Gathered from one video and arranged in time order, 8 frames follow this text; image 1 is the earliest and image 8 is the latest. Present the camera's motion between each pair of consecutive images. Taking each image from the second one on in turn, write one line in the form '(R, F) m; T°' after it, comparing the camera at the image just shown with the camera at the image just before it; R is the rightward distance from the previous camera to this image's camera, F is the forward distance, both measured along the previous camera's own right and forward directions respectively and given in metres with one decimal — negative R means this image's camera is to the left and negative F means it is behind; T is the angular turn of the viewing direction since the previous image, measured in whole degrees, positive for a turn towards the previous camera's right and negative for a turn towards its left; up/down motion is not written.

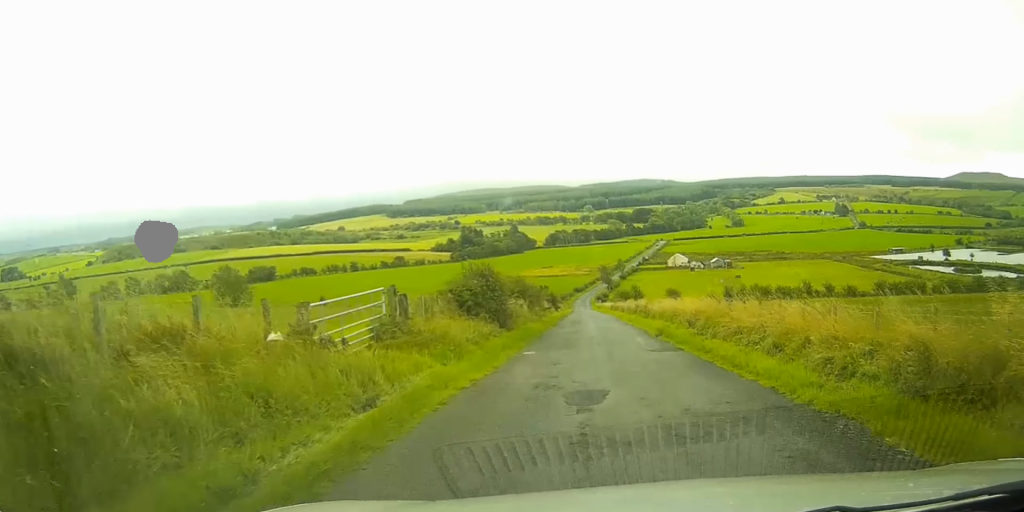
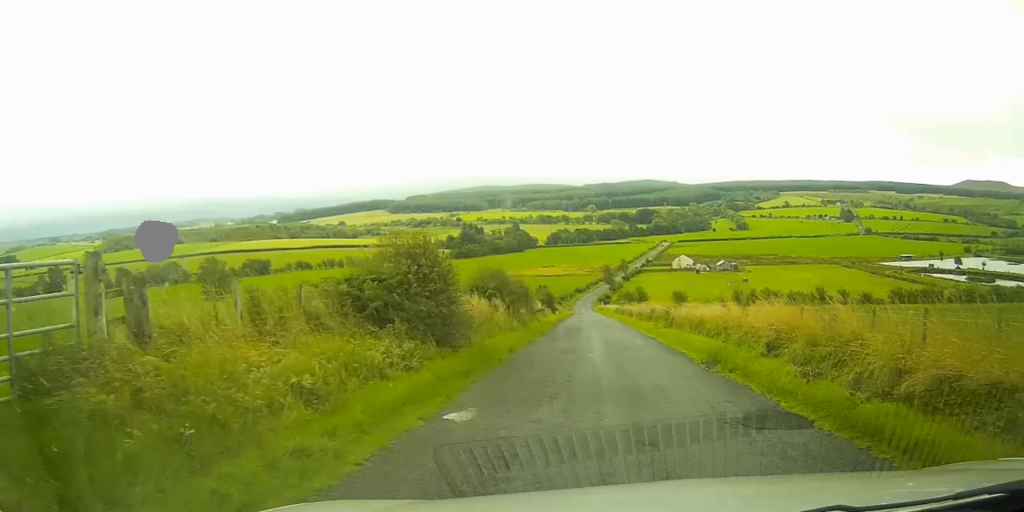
(0.0, +9.5) m; 0°
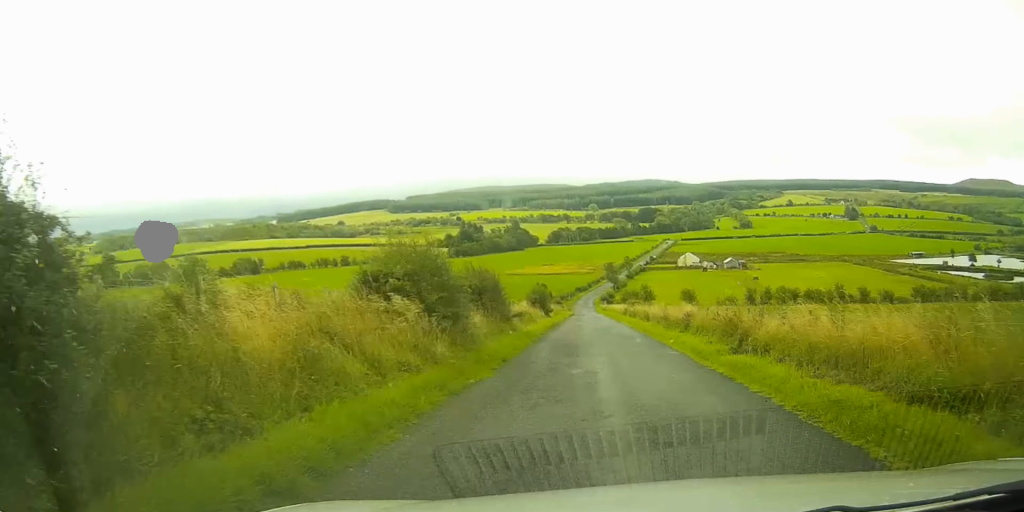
(+0.1, +12.6) m; 0°
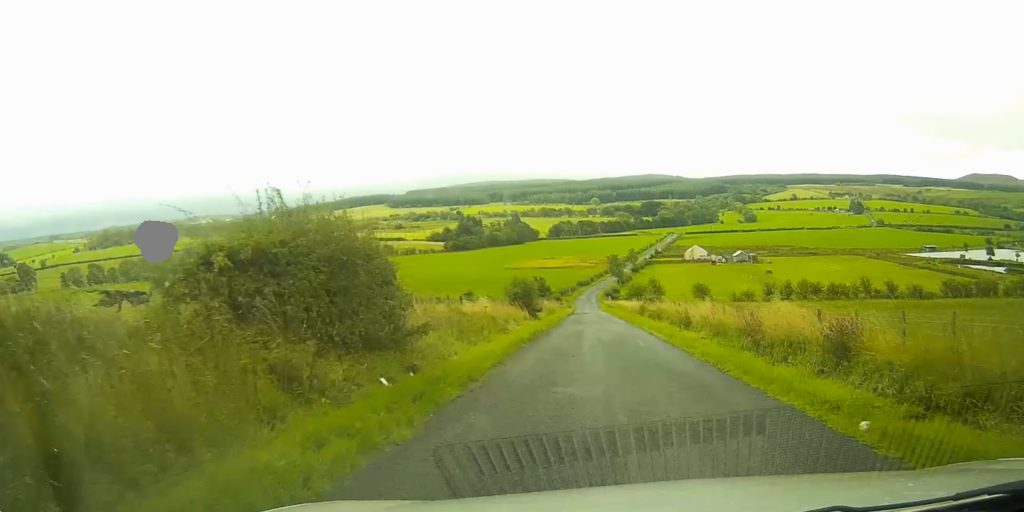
(-0.2, +15.0) m; -1°
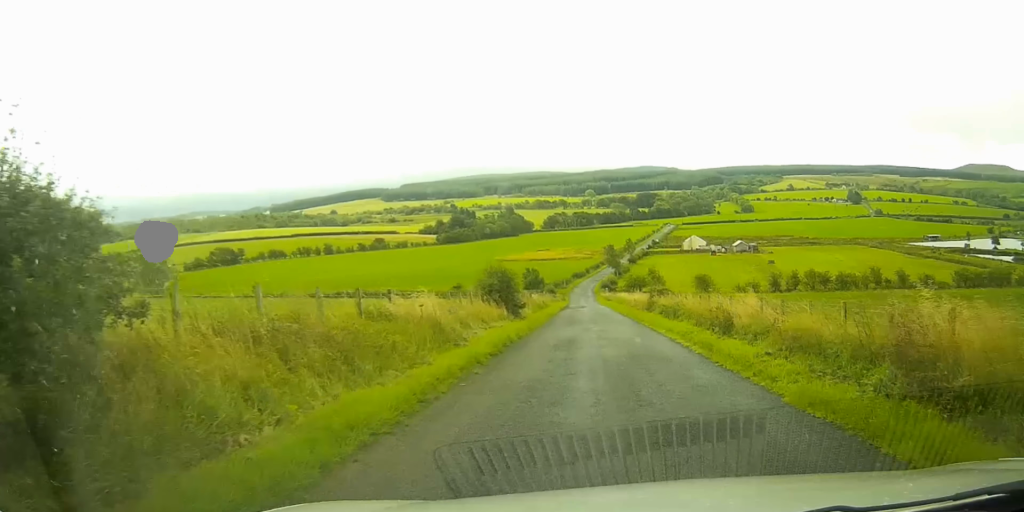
(0.0, +7.8) m; 0°
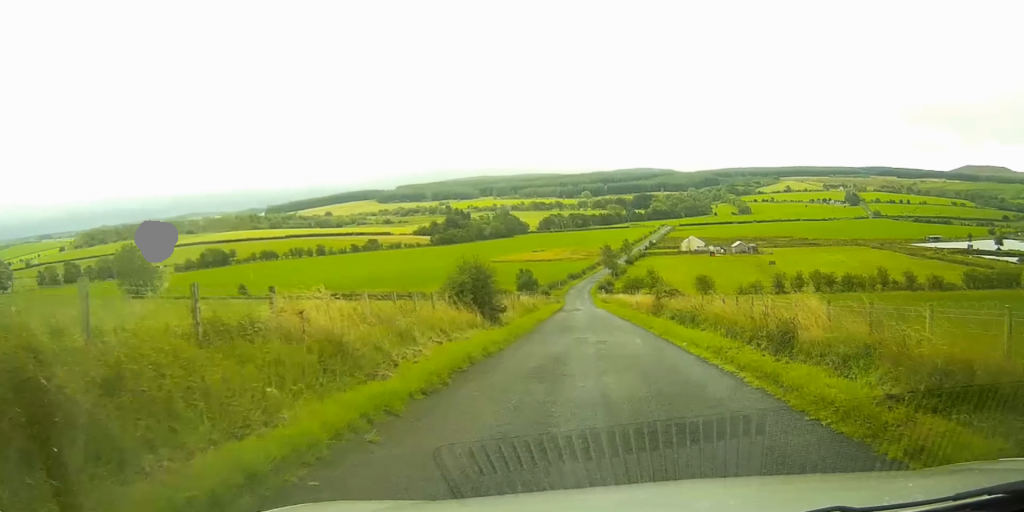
(0.0, +5.6) m; 0°
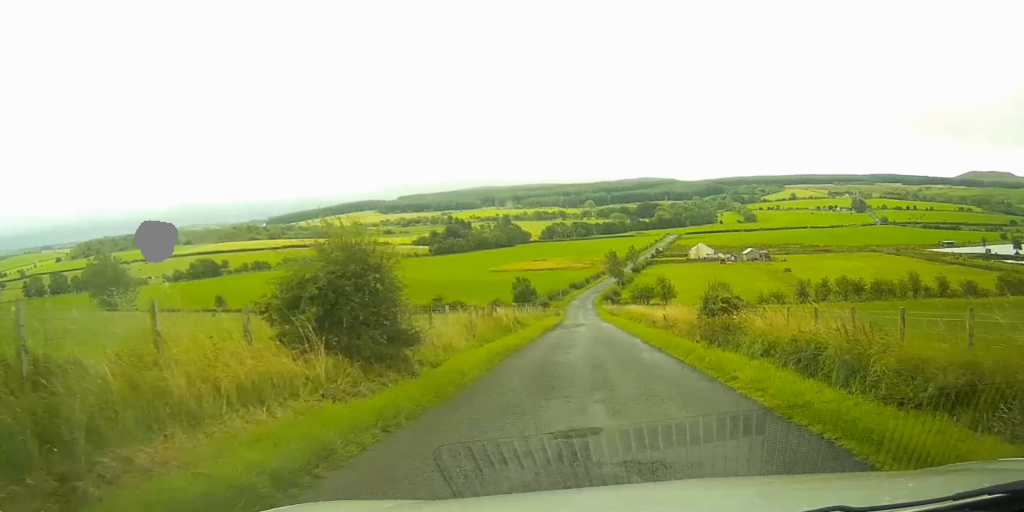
(+0.1, +12.9) m; 0°
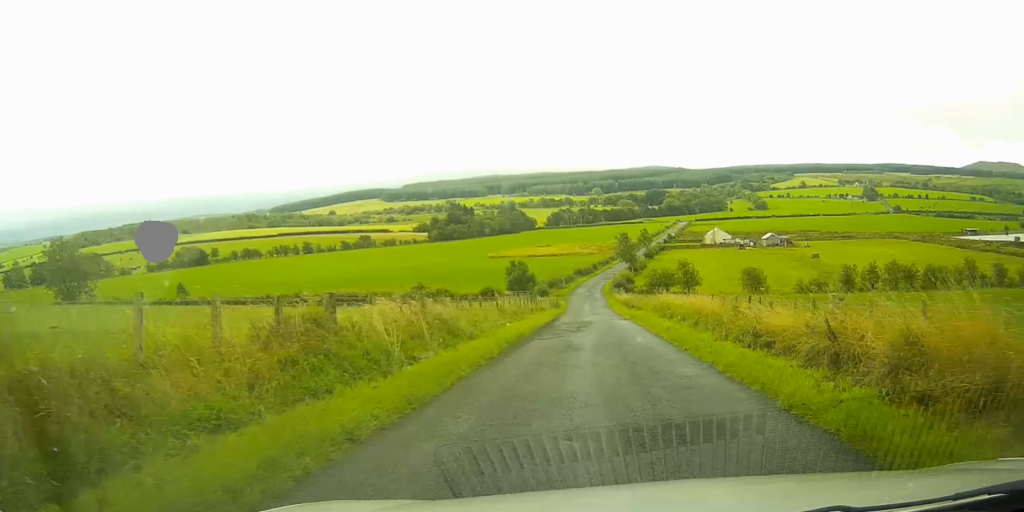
(-0.1, +18.0) m; -1°
